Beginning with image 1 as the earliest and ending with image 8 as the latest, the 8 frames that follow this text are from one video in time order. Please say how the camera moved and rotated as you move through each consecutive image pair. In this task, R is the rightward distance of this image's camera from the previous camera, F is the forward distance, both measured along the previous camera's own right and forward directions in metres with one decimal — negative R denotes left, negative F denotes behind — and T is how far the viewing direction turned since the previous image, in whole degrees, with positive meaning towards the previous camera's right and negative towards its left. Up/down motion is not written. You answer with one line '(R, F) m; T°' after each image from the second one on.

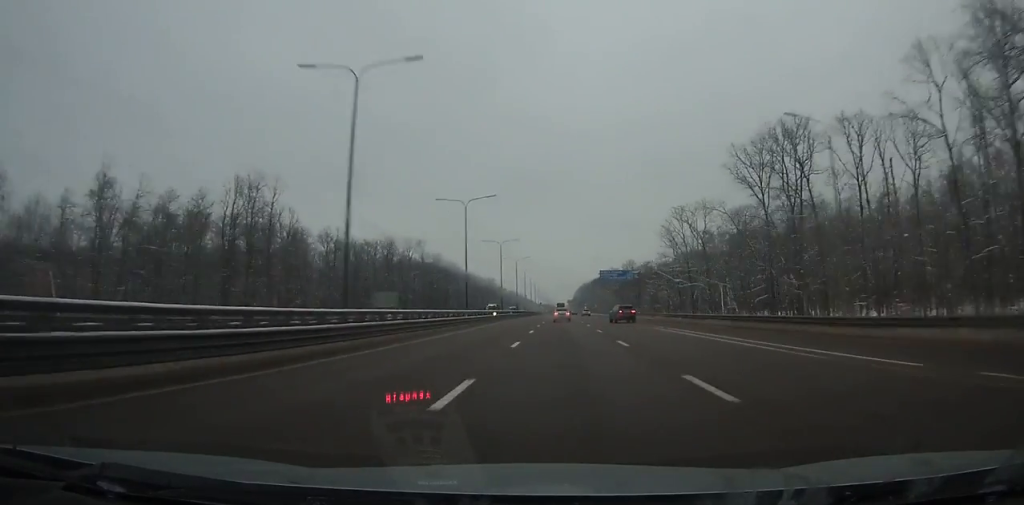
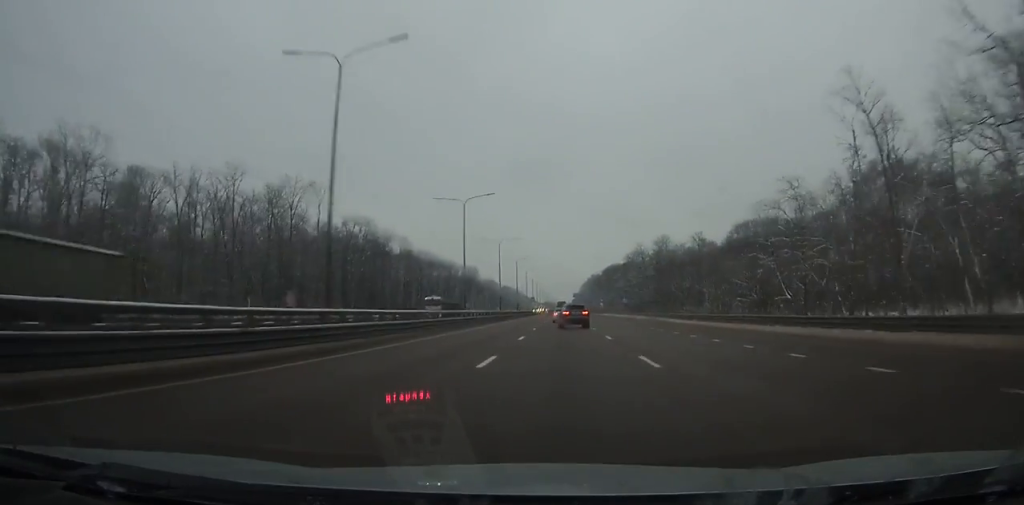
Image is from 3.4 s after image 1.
(+0.1, +89.5) m; 0°
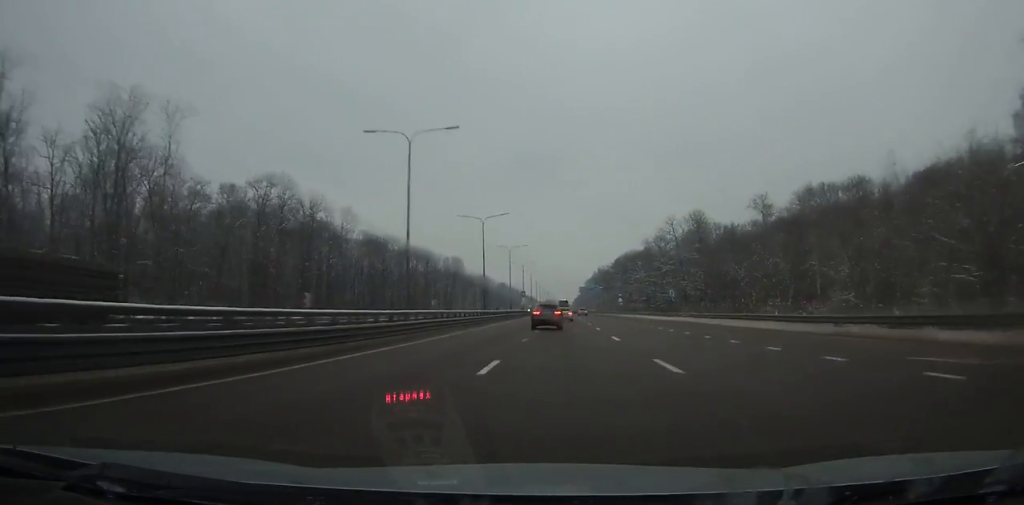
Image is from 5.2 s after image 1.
(-0.1, +48.0) m; 0°
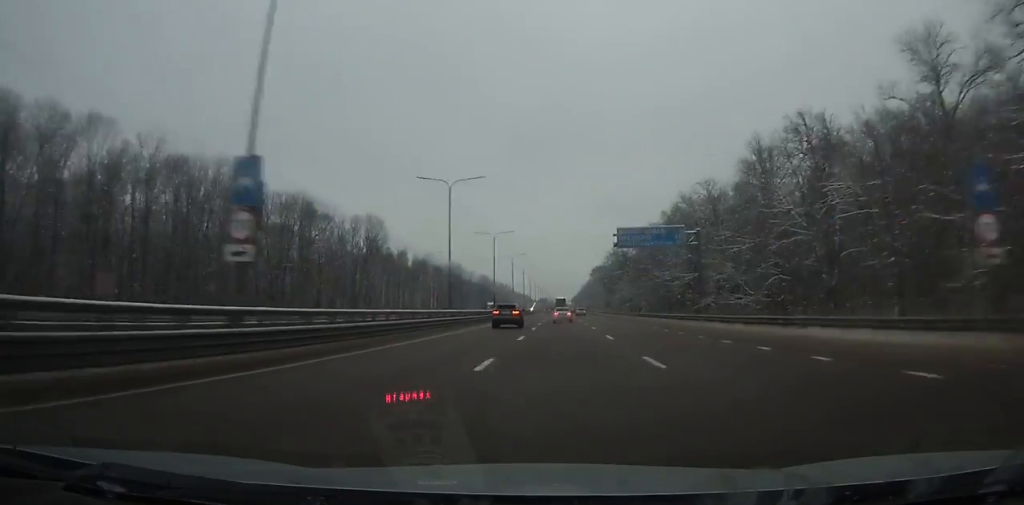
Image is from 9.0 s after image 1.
(+0.2, +103.1) m; 0°
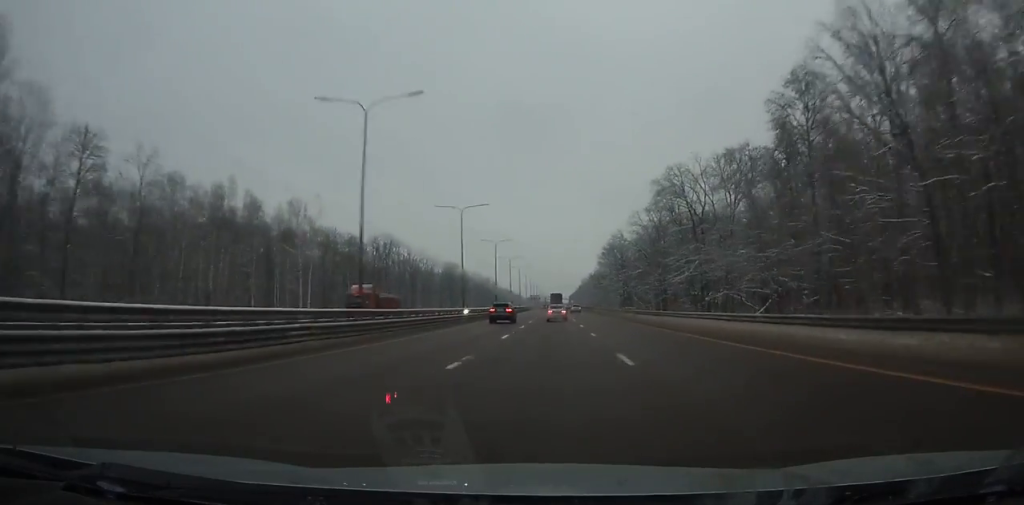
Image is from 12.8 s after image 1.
(+0.2, +104.6) m; 0°
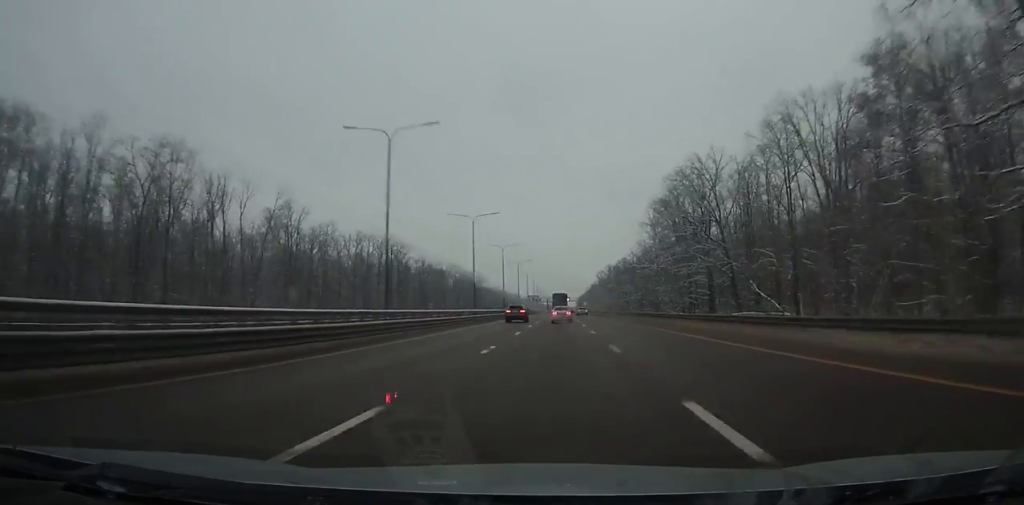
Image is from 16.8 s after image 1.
(-0.1, +110.9) m; 0°
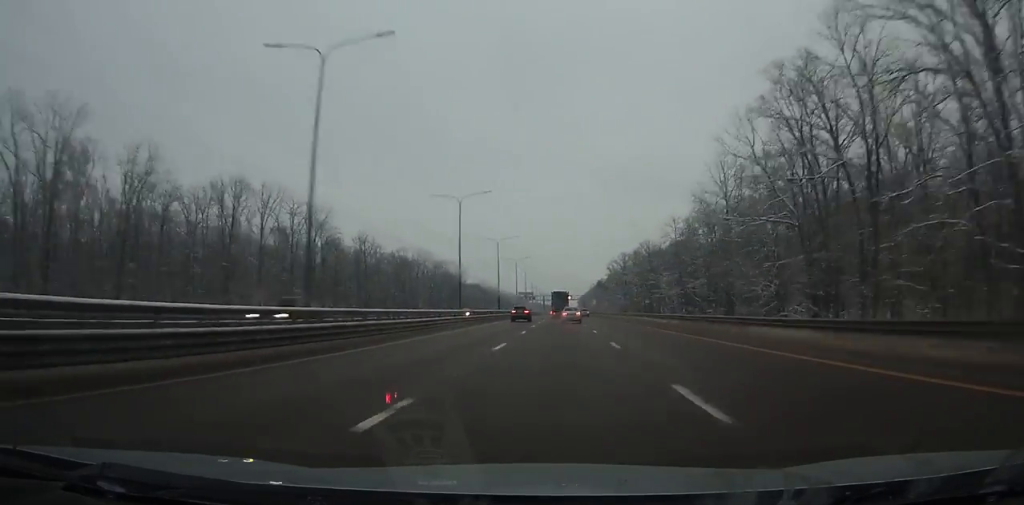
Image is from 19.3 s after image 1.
(+0.1, +69.4) m; +1°
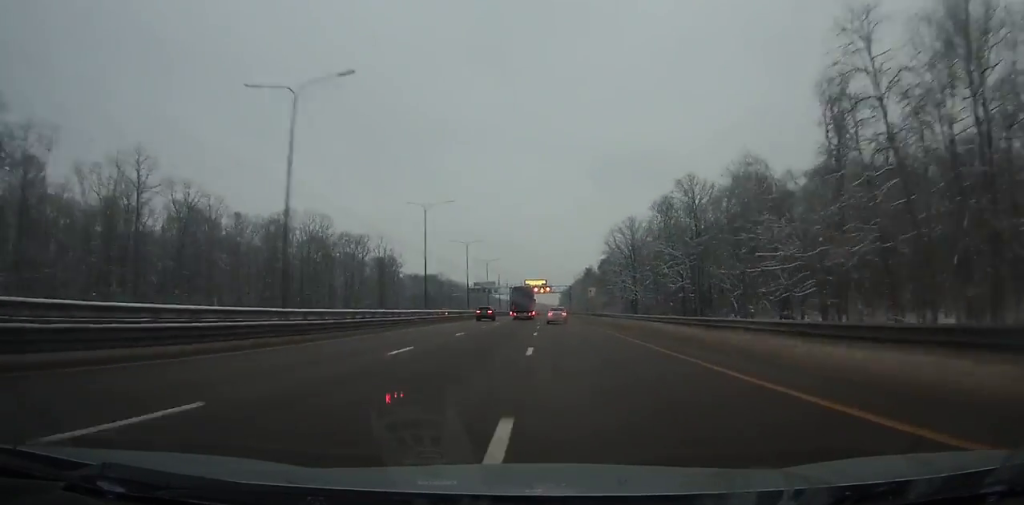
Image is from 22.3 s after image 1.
(+1.2, +83.4) m; 0°
